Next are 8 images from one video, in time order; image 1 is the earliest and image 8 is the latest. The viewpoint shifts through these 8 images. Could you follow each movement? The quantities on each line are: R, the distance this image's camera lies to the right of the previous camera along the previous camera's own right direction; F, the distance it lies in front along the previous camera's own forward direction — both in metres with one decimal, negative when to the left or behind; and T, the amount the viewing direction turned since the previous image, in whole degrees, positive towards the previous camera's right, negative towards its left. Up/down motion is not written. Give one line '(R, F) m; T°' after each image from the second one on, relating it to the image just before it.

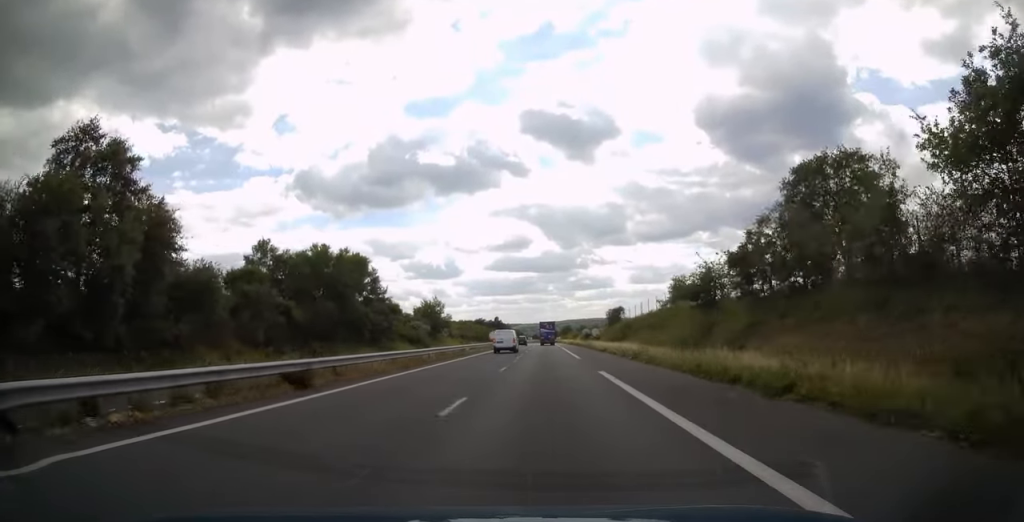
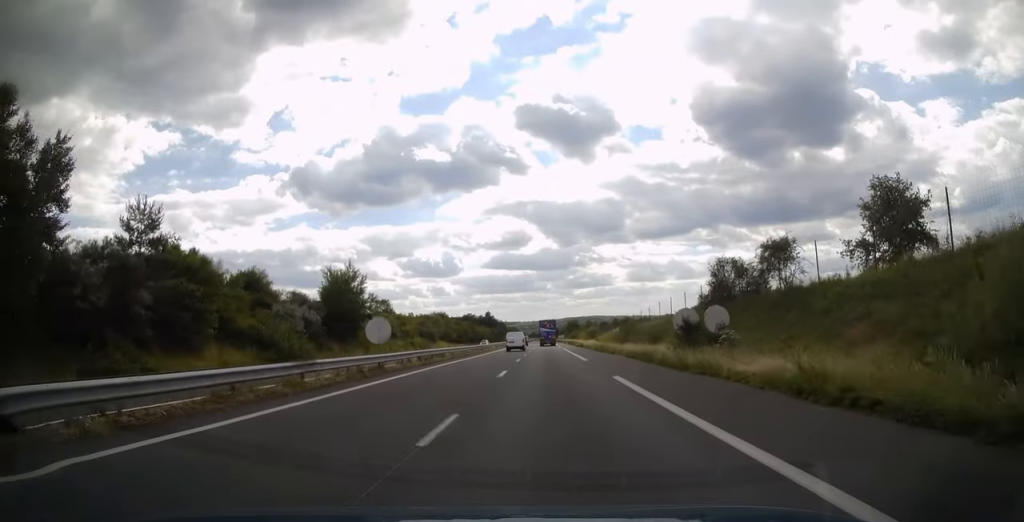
(-0.1, +54.5) m; -1°
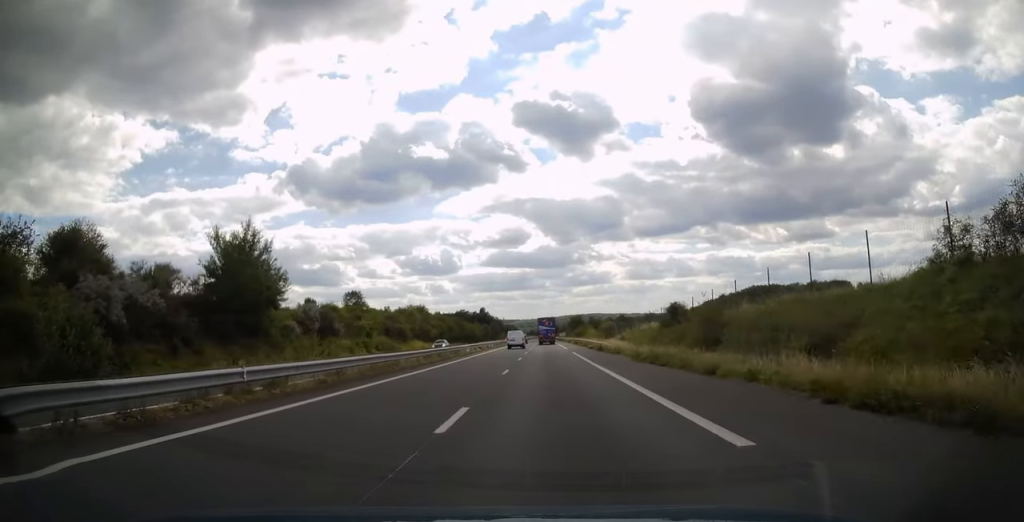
(-0.3, +24.9) m; 0°
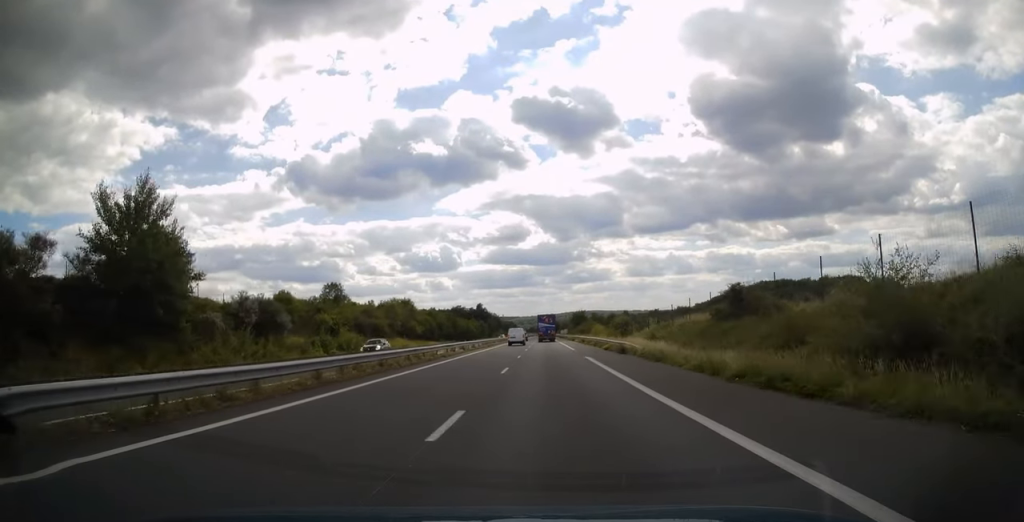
(+0.1, +13.6) m; 0°
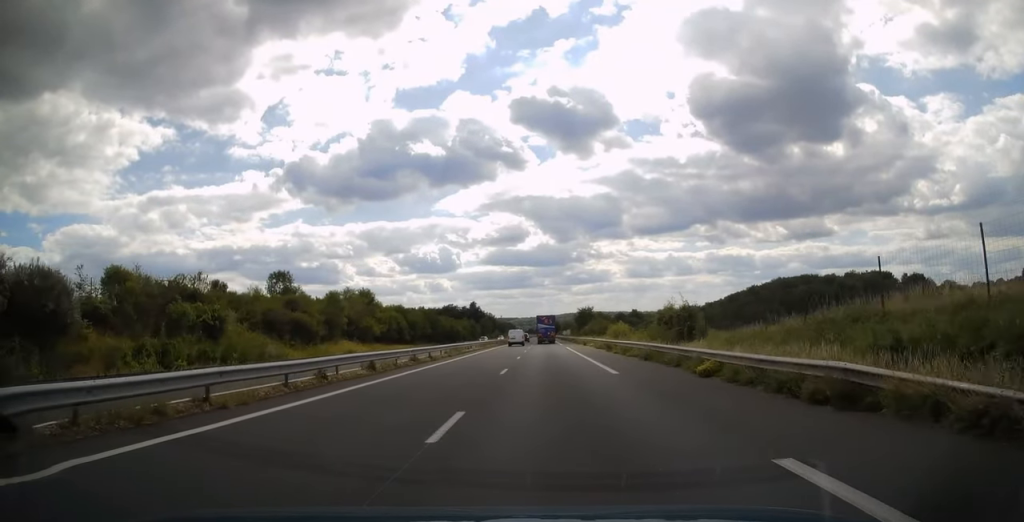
(+0.2, +25.8) m; +1°
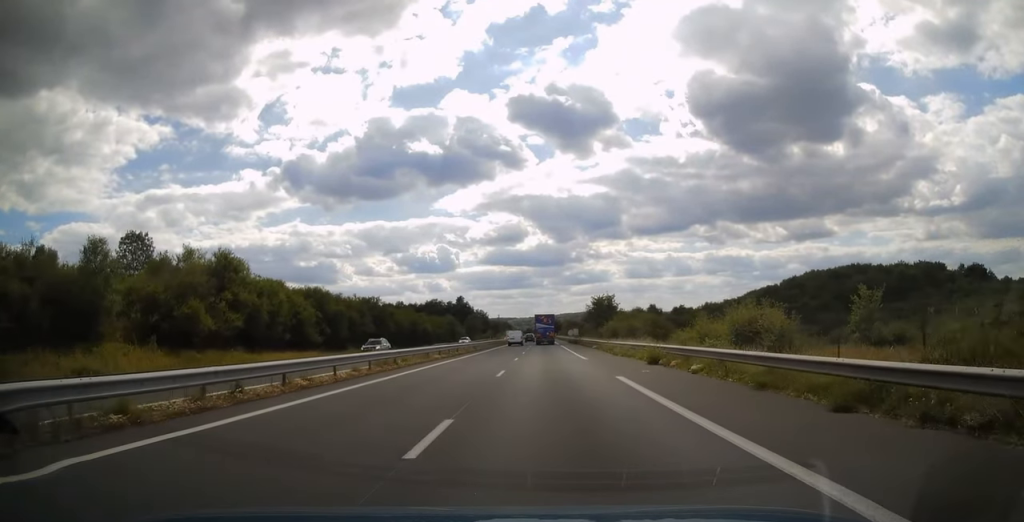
(+0.4, +39.4) m; +1°
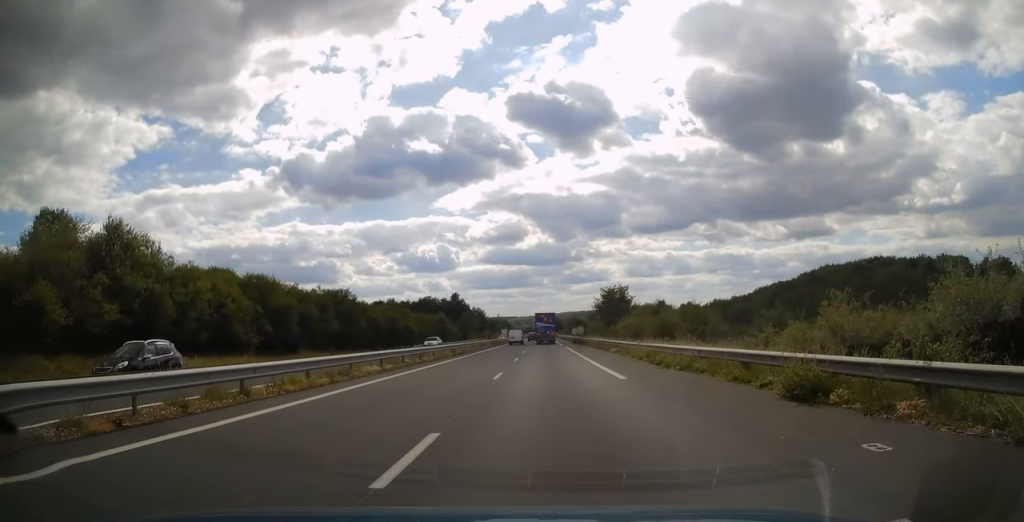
(+0.1, +14.1) m; 0°
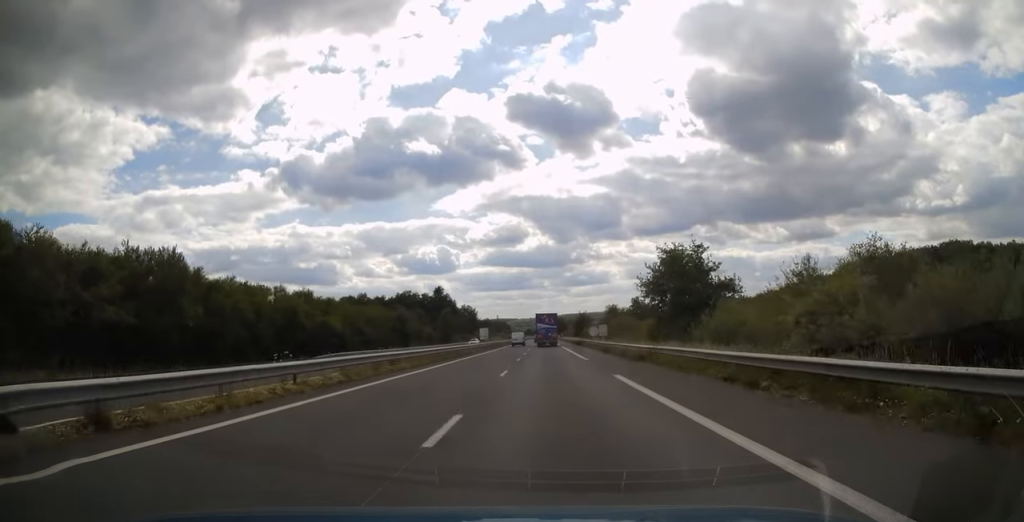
(-0.5, +36.5) m; -1°
